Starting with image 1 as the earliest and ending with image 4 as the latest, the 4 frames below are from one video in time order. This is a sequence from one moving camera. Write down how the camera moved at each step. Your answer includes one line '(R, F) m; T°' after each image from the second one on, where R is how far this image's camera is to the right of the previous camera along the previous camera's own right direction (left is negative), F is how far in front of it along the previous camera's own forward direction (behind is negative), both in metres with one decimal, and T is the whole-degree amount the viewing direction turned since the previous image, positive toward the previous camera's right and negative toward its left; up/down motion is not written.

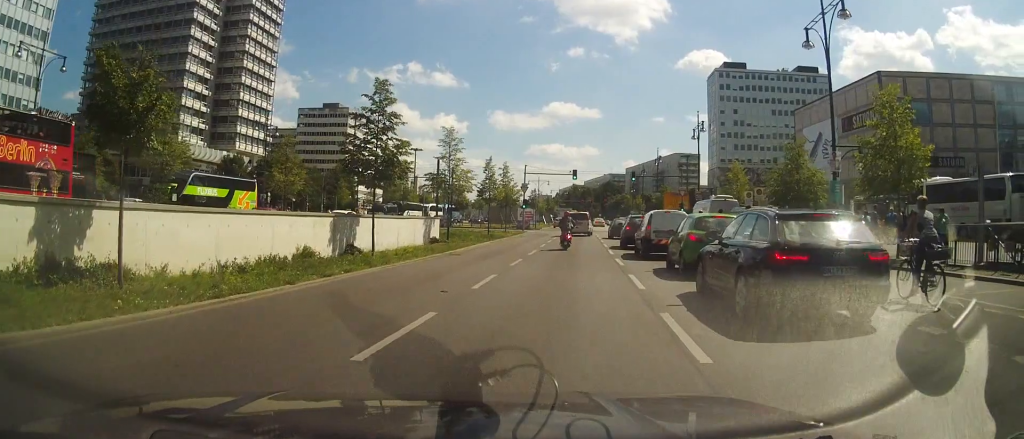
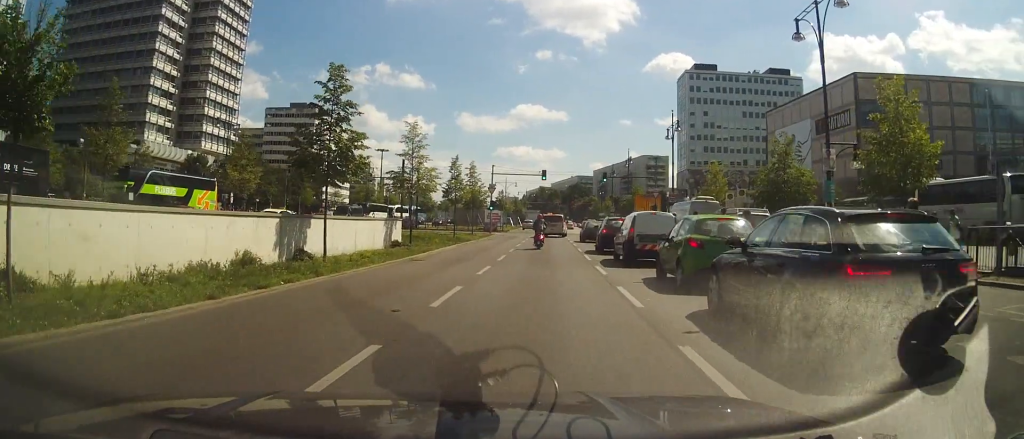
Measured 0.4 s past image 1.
(0.0, +2.0) m; +1°
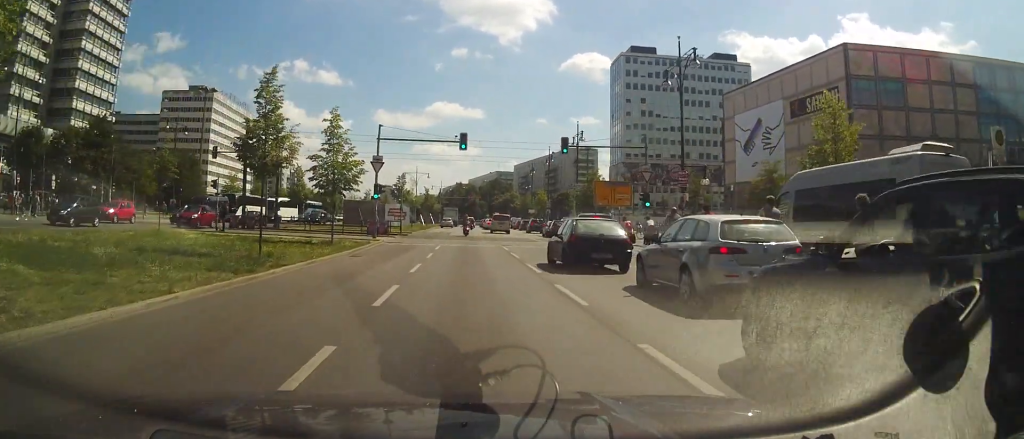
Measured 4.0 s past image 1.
(+0.3, +22.6) m; +1°
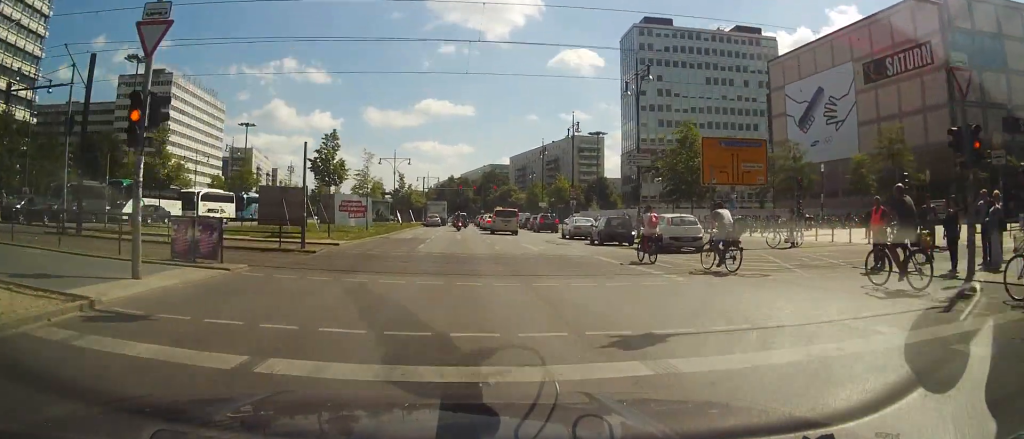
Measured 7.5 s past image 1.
(-0.8, +26.1) m; -2°
